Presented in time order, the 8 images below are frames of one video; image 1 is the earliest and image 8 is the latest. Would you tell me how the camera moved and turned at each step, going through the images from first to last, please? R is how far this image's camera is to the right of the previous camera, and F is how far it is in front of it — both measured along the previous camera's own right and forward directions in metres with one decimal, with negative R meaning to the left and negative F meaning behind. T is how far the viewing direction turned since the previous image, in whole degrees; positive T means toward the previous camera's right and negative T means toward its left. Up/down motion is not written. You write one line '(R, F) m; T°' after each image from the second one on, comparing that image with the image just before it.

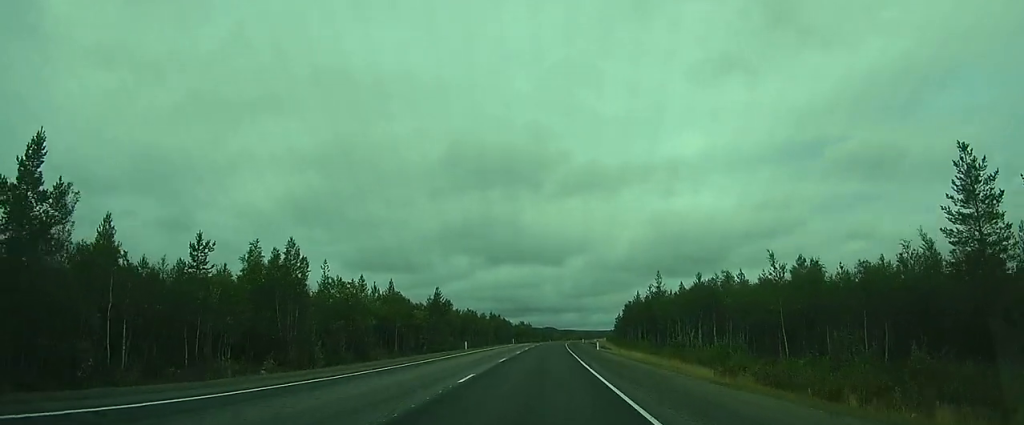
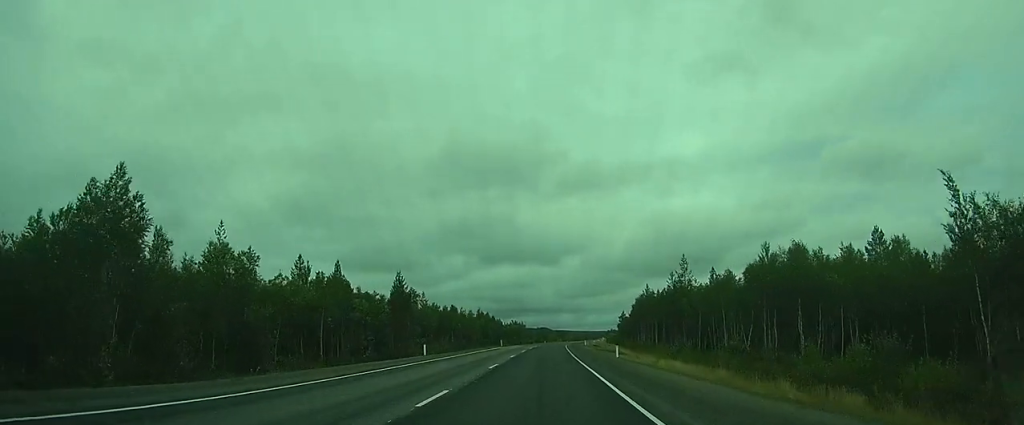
(+0.1, +16.5) m; 0°
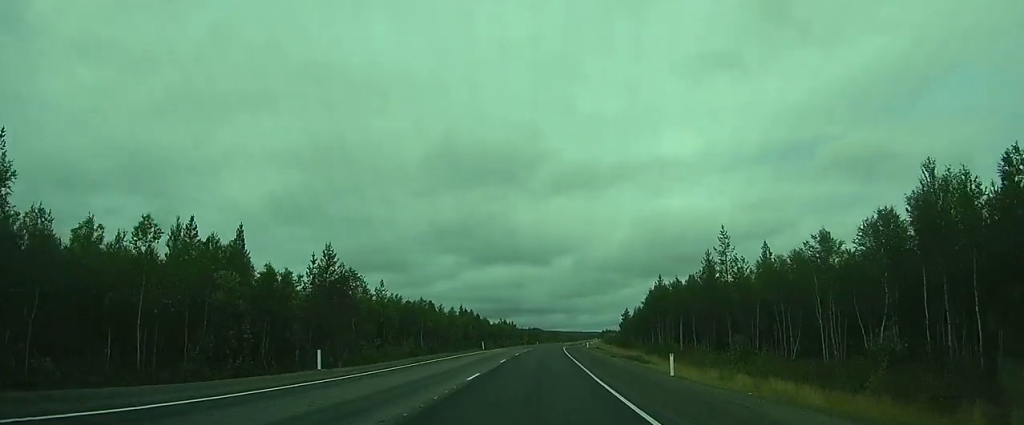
(+0.1, +16.6) m; +1°
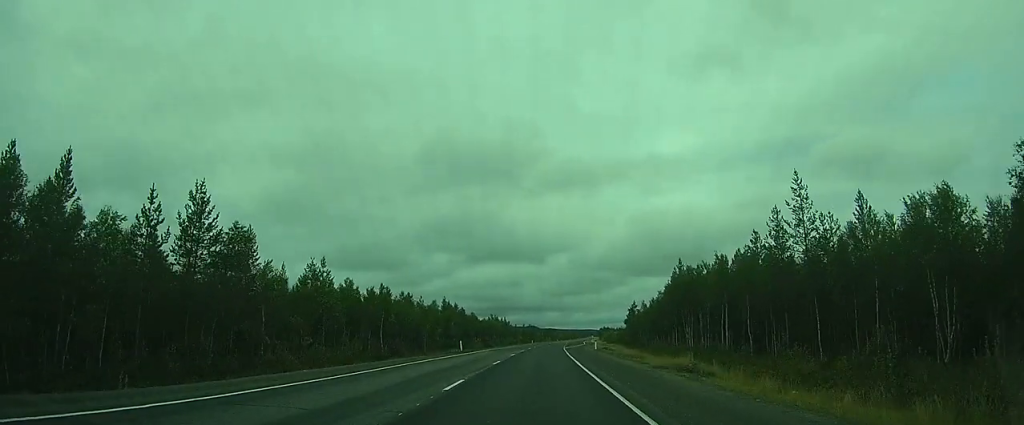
(-0.1, +15.0) m; +1°
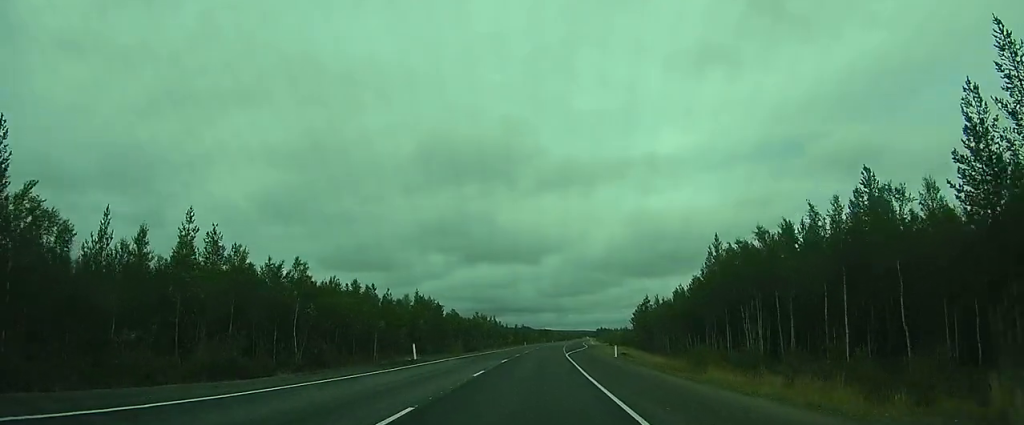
(+0.4, +17.5) m; +1°
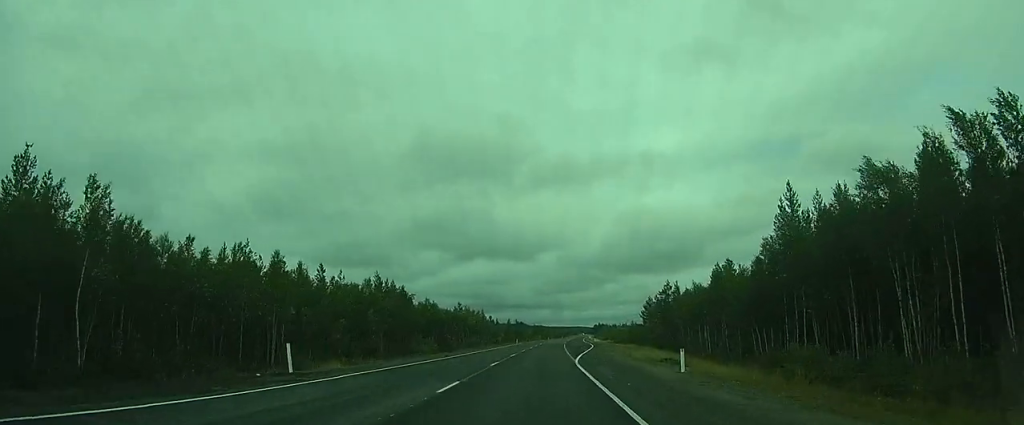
(+0.1, +17.5) m; 0°
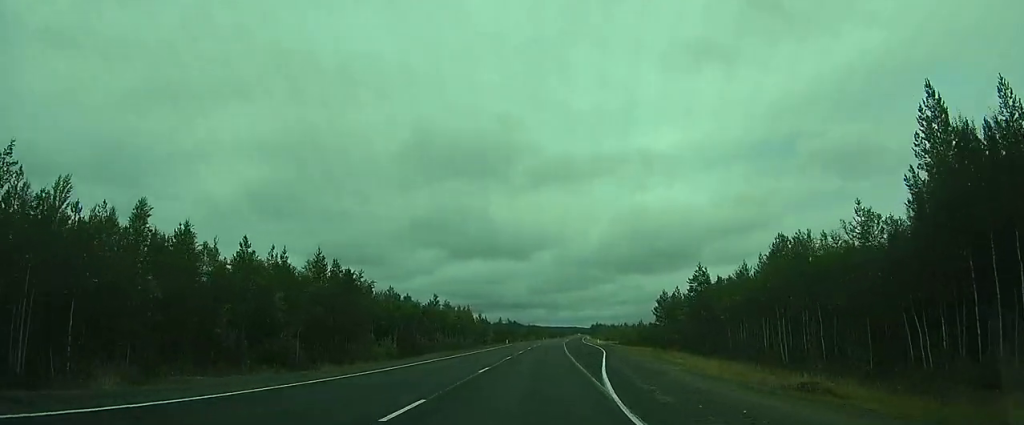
(-0.1, +15.9) m; 0°
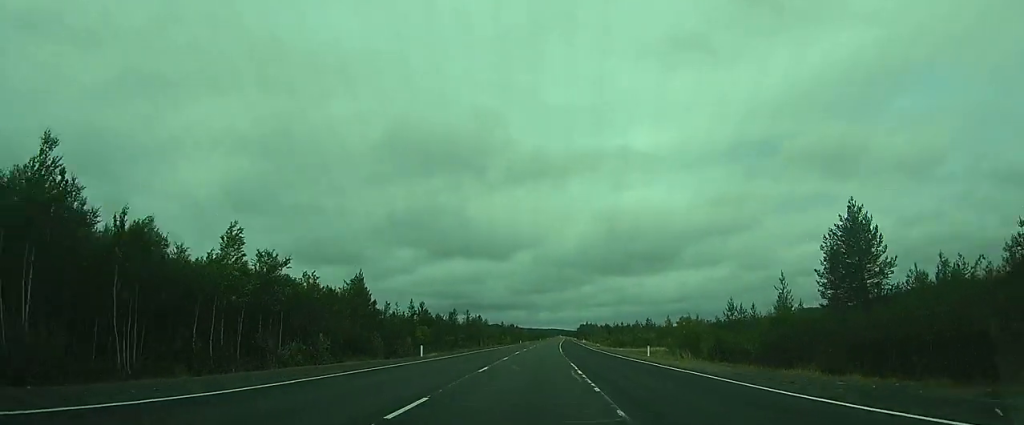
(+1.1, +53.2) m; +3°
